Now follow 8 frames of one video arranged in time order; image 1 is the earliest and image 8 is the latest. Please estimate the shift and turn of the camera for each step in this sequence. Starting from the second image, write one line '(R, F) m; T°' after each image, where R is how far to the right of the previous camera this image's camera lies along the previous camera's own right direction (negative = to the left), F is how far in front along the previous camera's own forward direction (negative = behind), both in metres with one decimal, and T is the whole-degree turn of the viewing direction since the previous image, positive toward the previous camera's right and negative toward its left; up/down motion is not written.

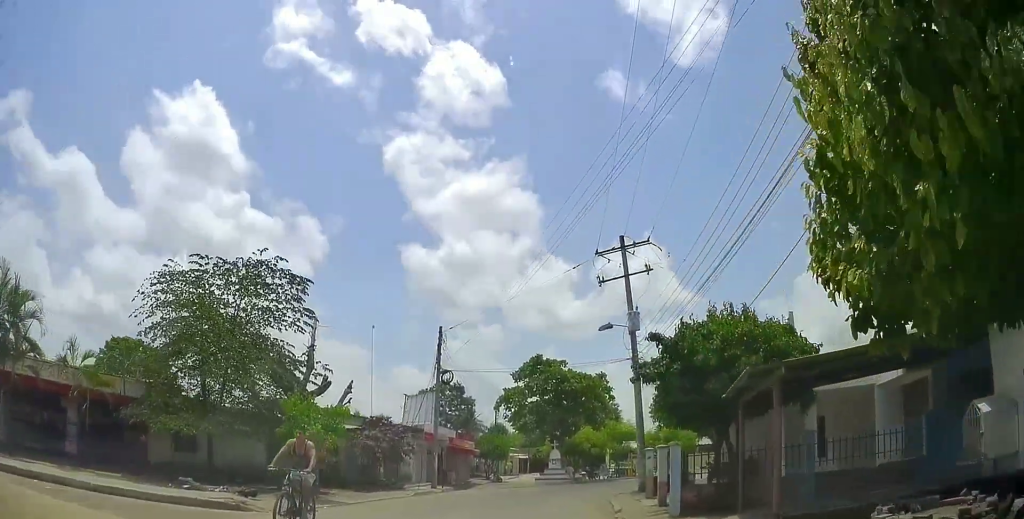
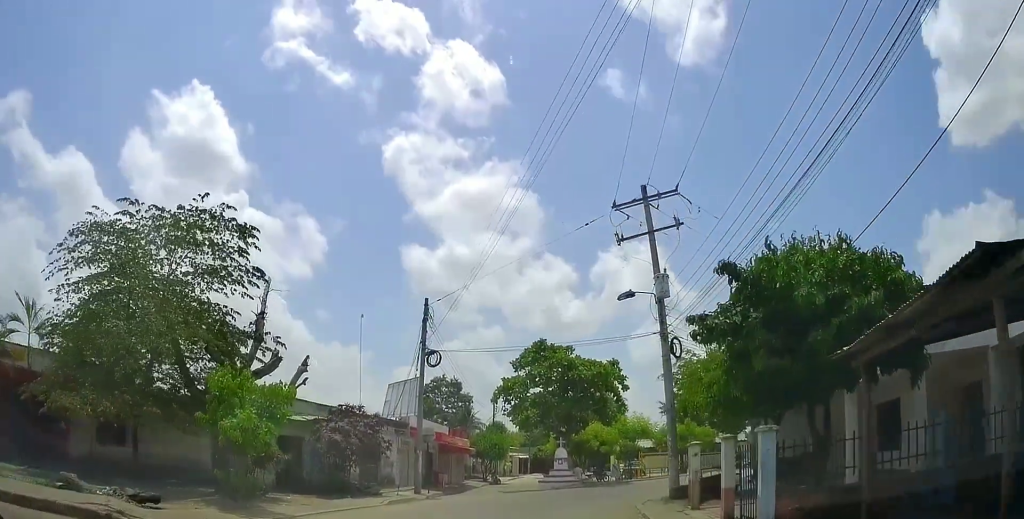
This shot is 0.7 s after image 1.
(+0.4, +4.4) m; 0°
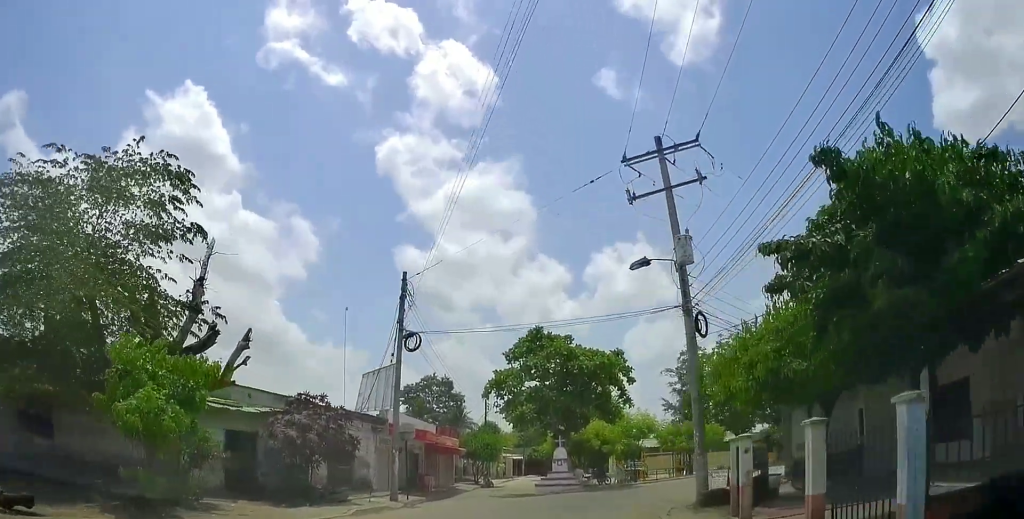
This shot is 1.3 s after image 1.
(-0.2, +3.4) m; 0°
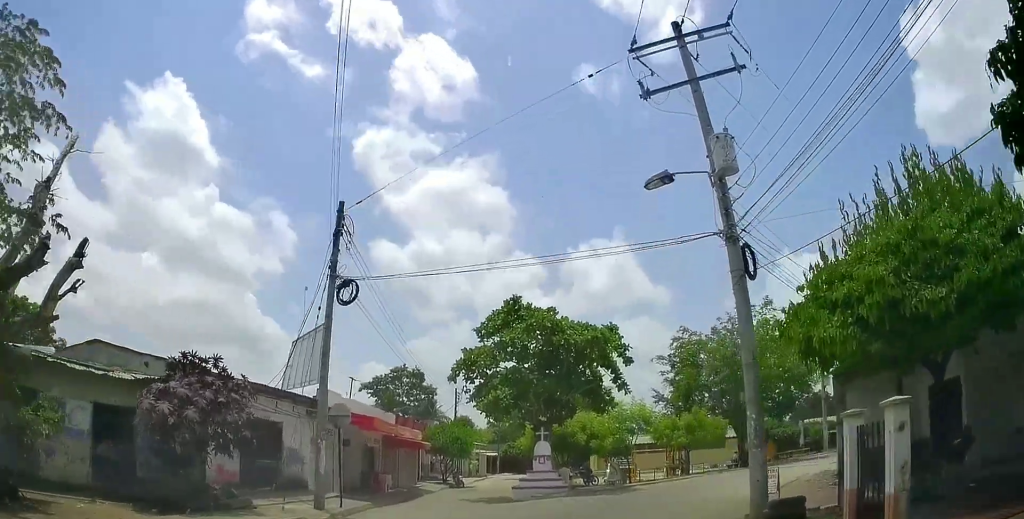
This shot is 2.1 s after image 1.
(-0.2, +5.0) m; +3°
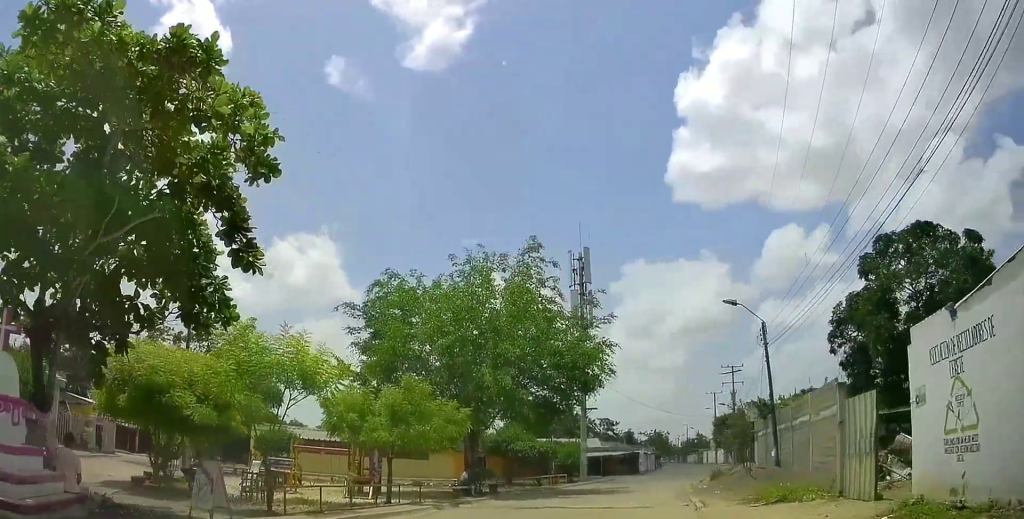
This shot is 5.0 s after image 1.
(+1.6, +16.3) m; +23°
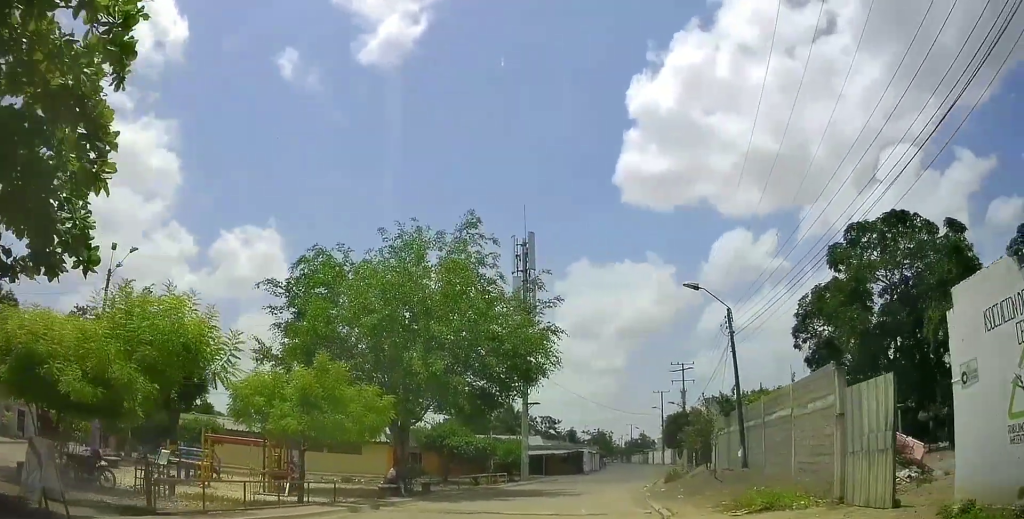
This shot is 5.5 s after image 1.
(+1.0, +2.7) m; +12°
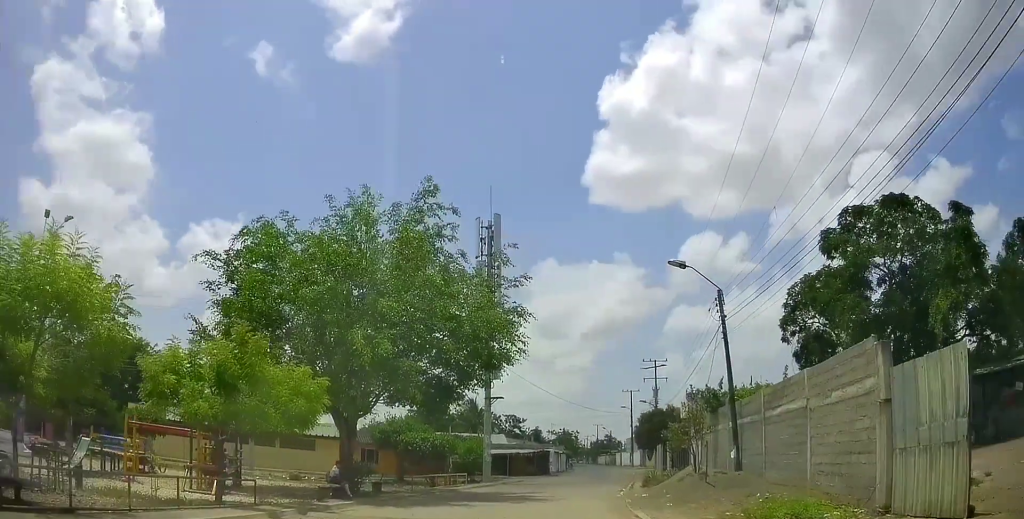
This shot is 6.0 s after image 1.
(+0.5, +3.0) m; +9°
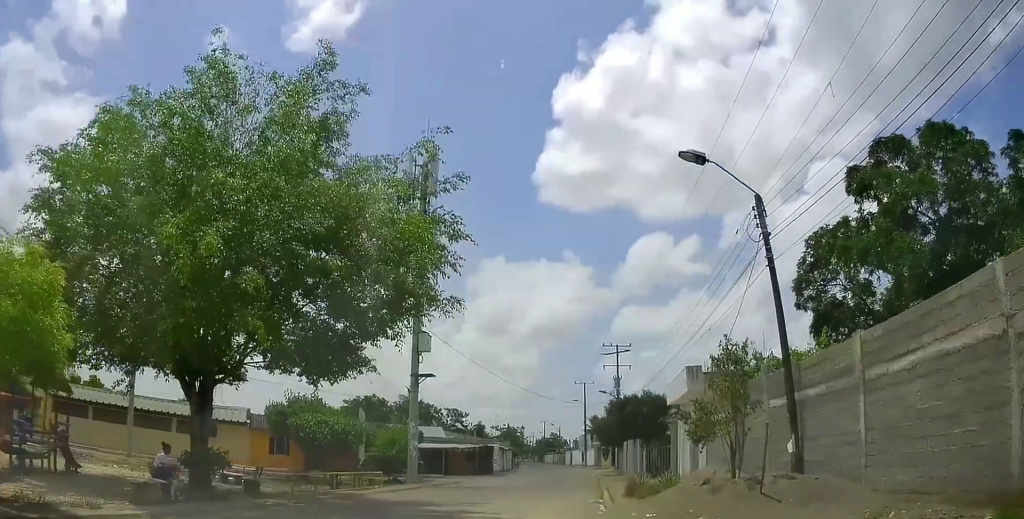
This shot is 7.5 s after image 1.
(+0.2, +7.6) m; +7°
